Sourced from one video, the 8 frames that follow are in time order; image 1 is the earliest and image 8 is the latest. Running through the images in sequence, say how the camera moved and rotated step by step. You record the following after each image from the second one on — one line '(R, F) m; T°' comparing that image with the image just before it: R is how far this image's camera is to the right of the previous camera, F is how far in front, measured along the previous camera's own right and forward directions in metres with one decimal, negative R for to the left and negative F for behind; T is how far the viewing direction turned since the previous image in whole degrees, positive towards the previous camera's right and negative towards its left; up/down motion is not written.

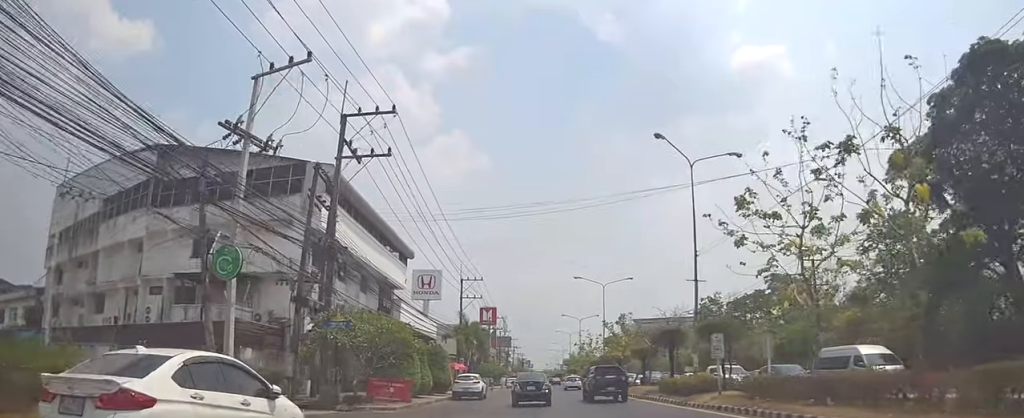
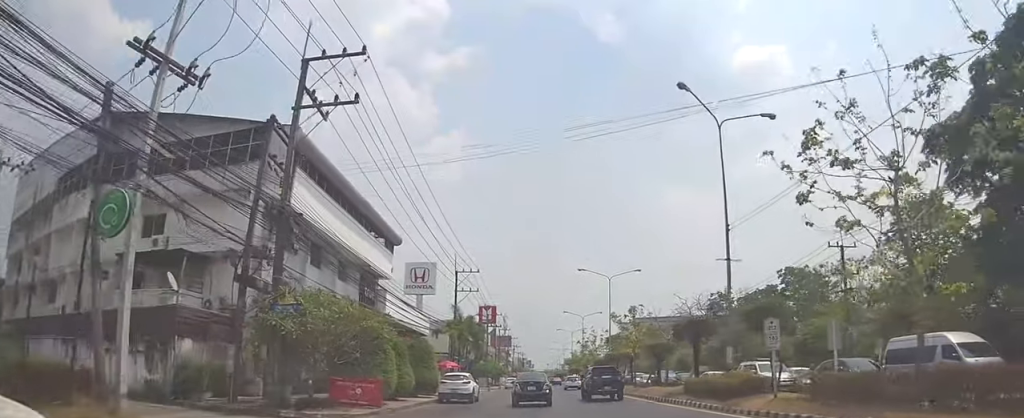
(+0.1, +5.1) m; 0°
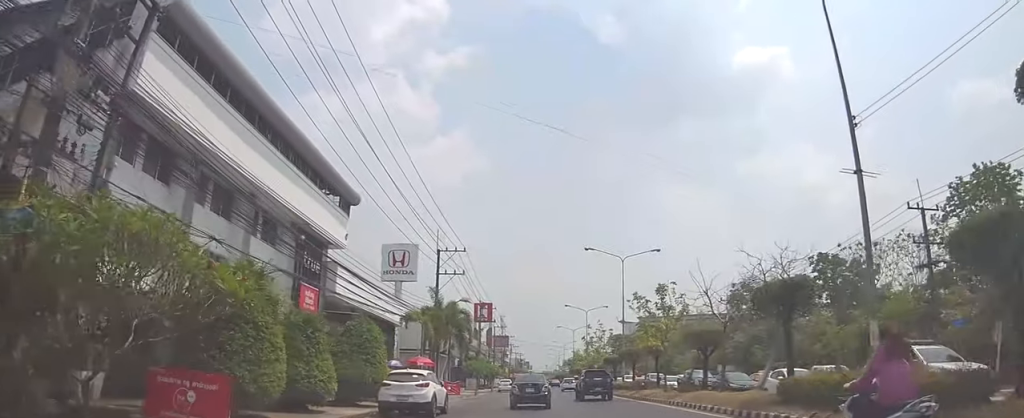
(-0.2, +11.1) m; +3°
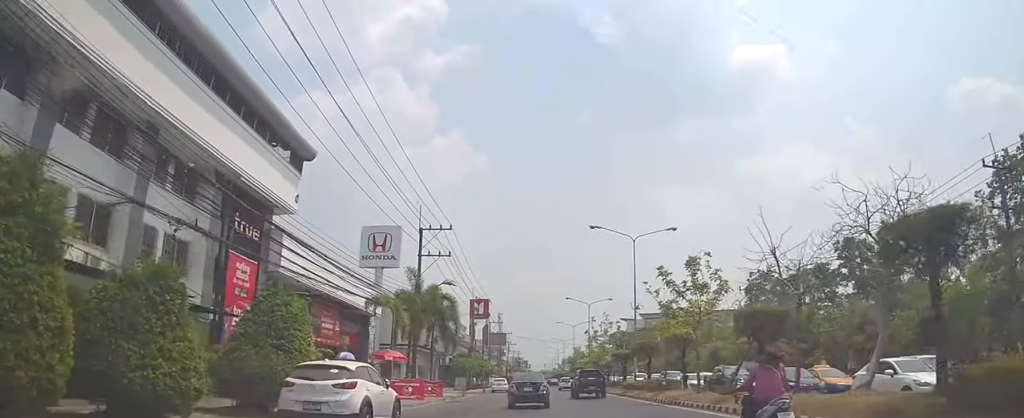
(+0.4, +7.5) m; +1°
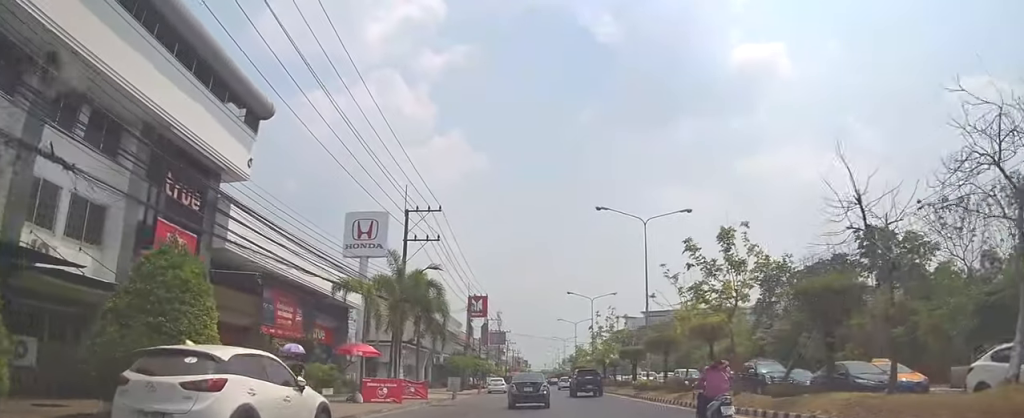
(+0.4, +5.2) m; 0°
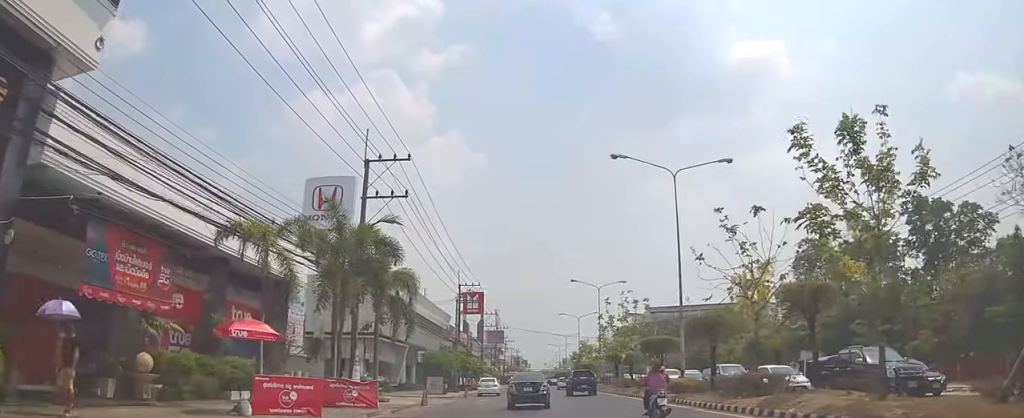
(-0.7, +10.1) m; -3°
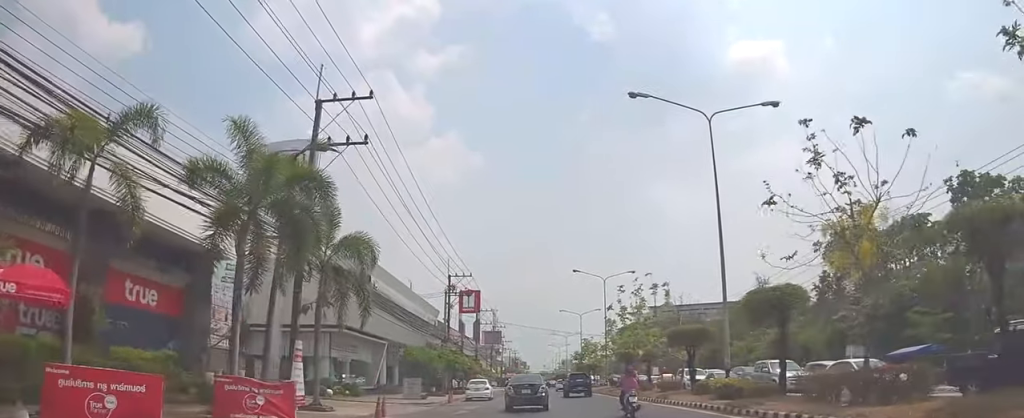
(-0.1, +7.7) m; -1°
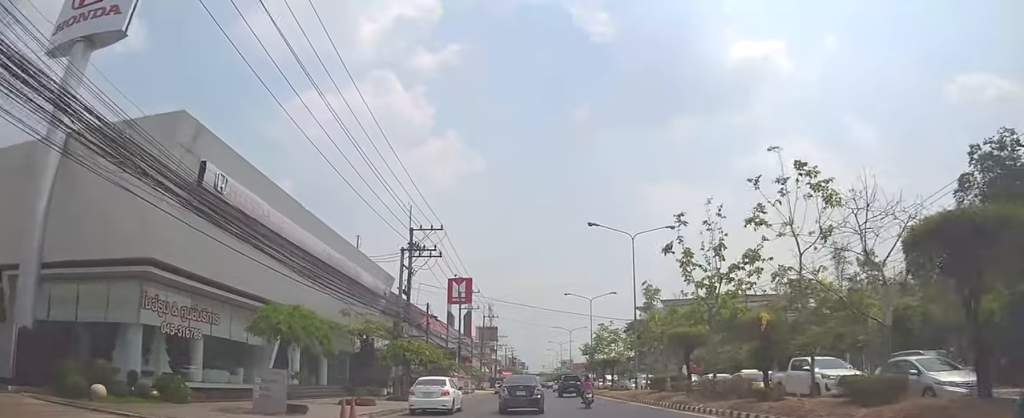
(-0.1, +19.9) m; -1°
